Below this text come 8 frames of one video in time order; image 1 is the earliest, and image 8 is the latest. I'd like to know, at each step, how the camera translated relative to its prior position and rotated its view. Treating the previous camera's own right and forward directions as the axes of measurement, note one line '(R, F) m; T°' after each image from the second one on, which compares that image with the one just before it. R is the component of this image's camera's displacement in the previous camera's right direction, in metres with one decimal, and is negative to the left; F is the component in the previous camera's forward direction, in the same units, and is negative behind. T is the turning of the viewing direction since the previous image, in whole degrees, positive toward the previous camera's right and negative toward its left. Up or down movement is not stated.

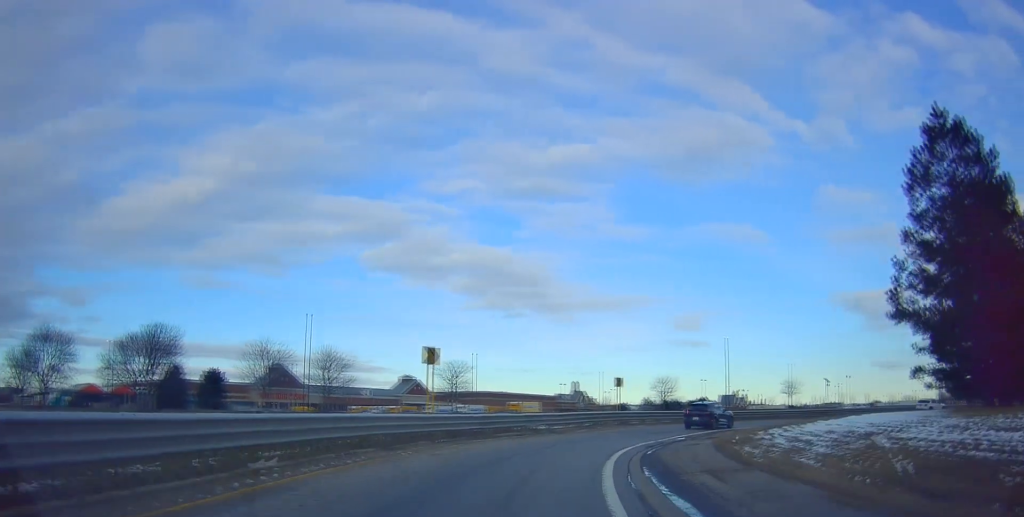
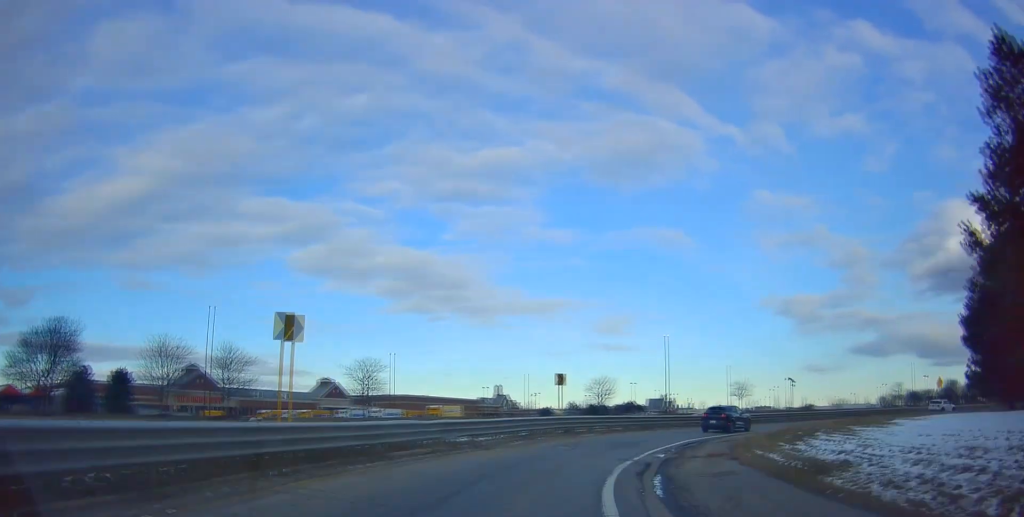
(+0.5, +7.4) m; +8°
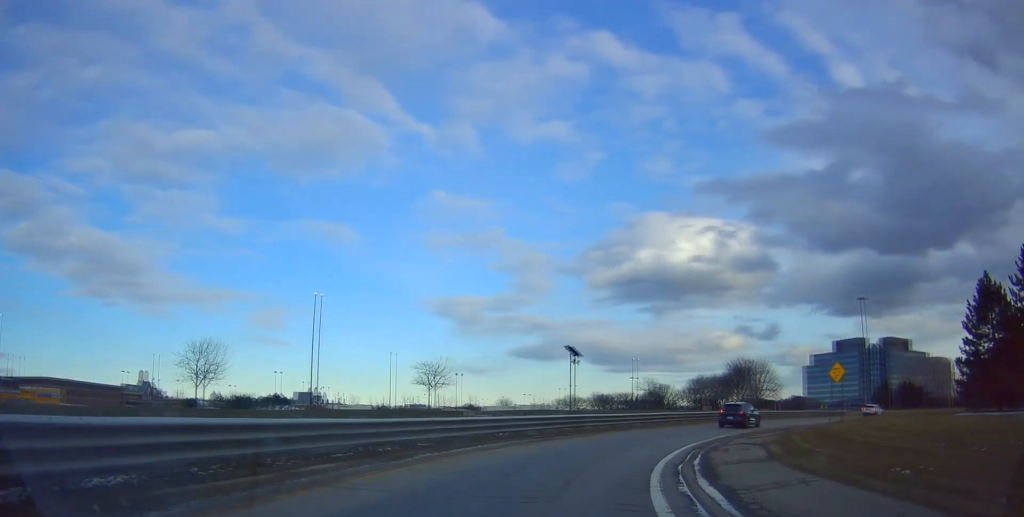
(+8.1, +26.8) m; +32°
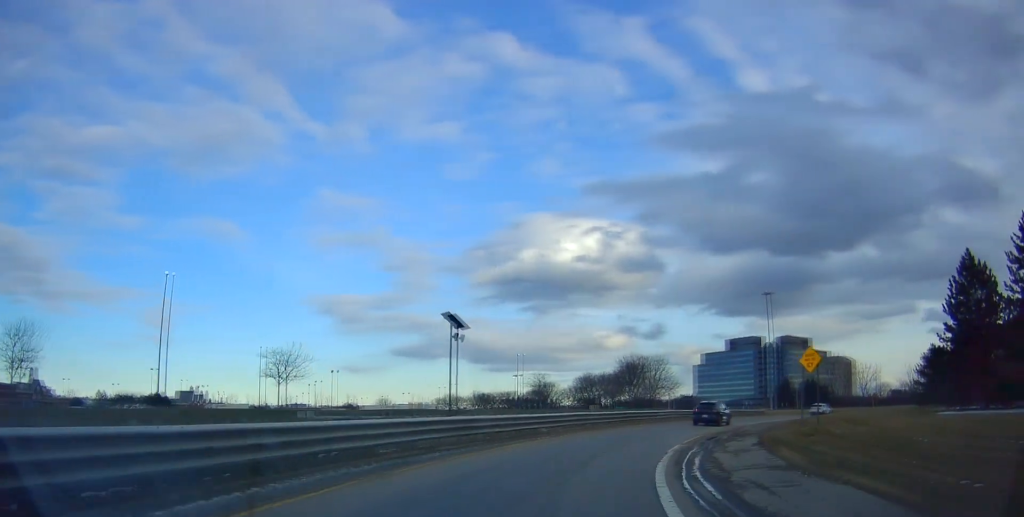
(+0.5, +8.5) m; +8°
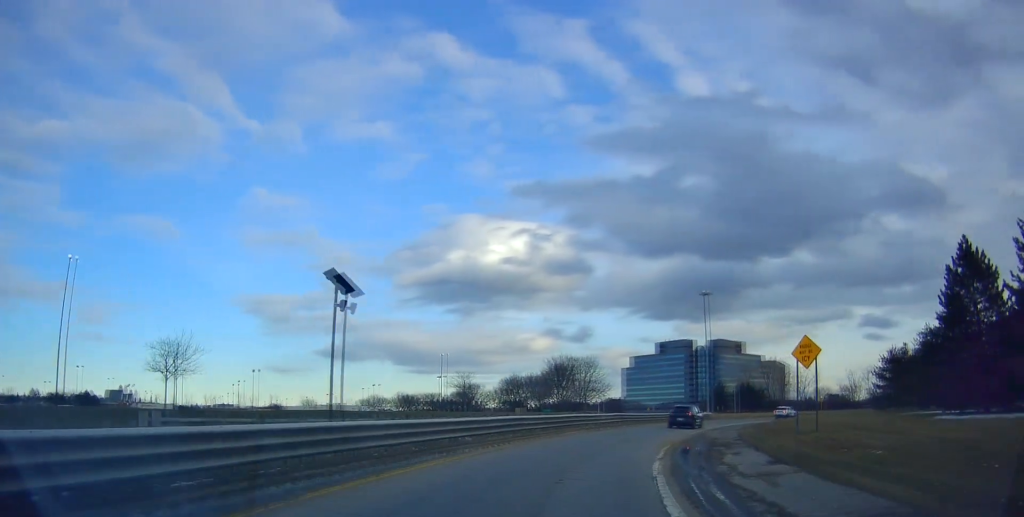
(+0.2, +5.9) m; +6°
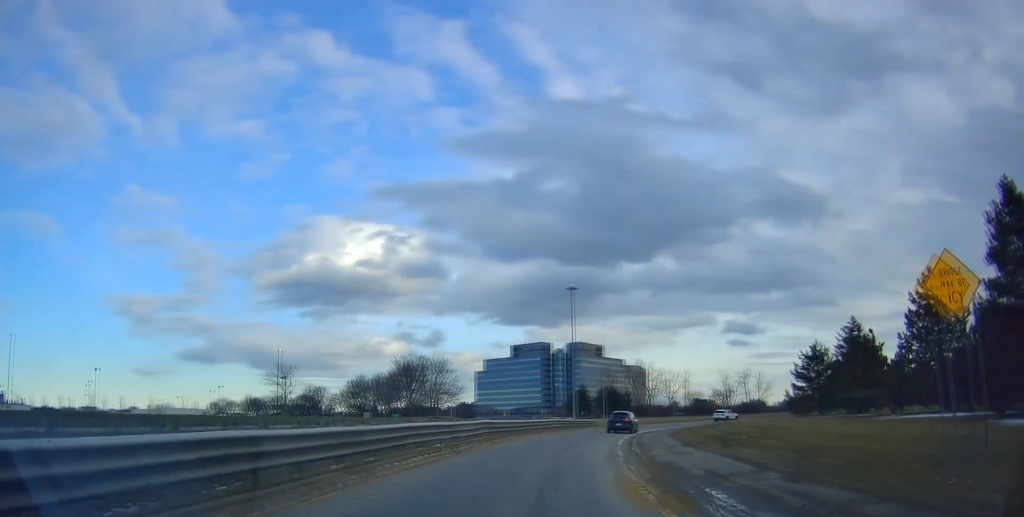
(+1.7, +14.5) m; +13°
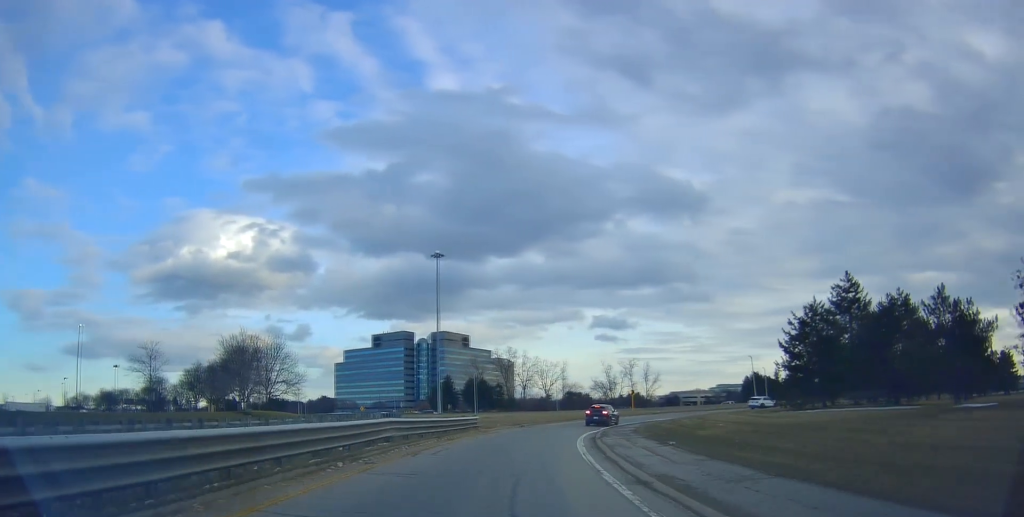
(+4.1, +27.4) m; +14°
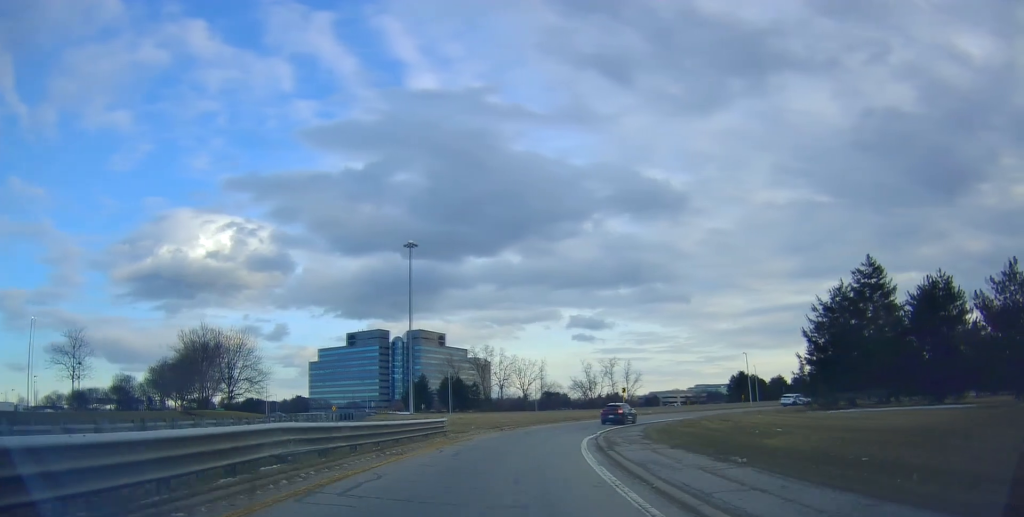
(+0.2, +7.6) m; +3°
